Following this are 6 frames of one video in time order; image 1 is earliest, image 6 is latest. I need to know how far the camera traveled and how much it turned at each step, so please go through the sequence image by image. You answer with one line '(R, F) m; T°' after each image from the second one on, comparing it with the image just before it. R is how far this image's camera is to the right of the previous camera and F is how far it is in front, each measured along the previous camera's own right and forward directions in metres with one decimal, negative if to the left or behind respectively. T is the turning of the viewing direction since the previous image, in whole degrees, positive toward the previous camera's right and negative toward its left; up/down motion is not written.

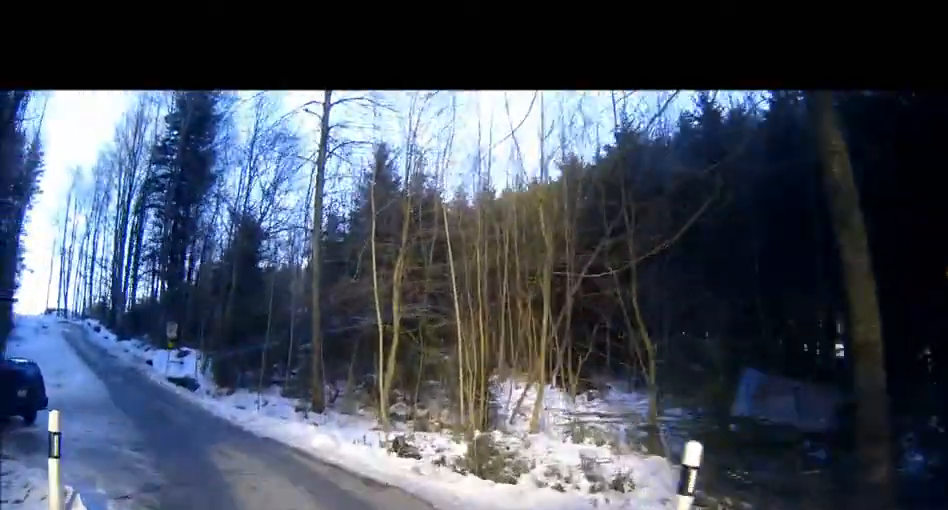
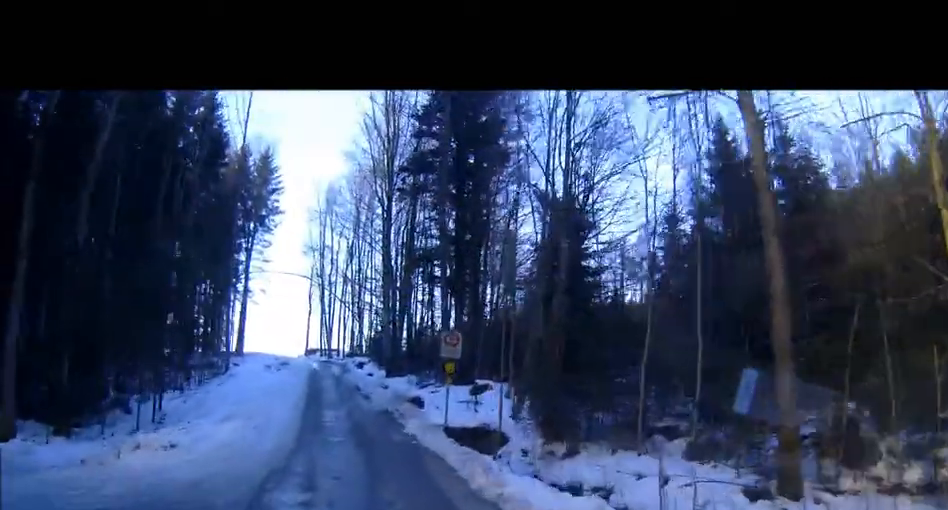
(0.0, +8.6) m; -5°
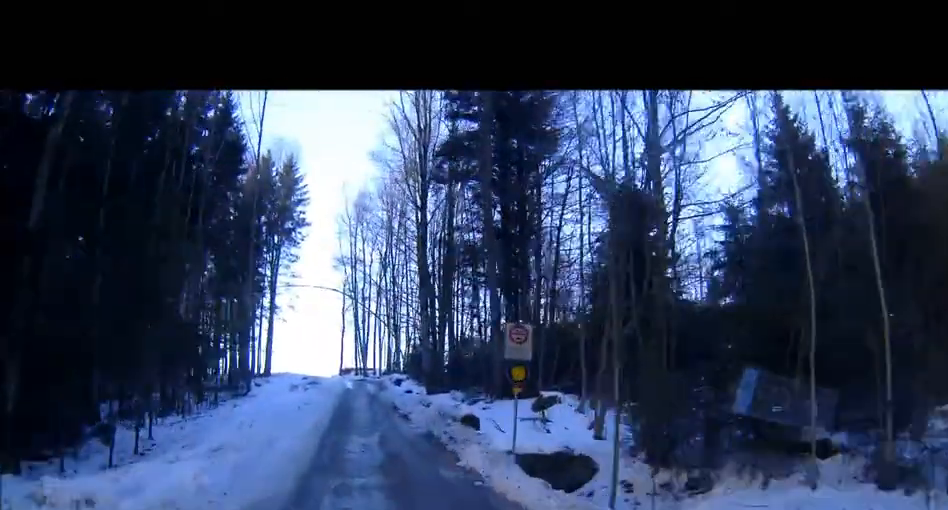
(-0.2, +3.5) m; -5°
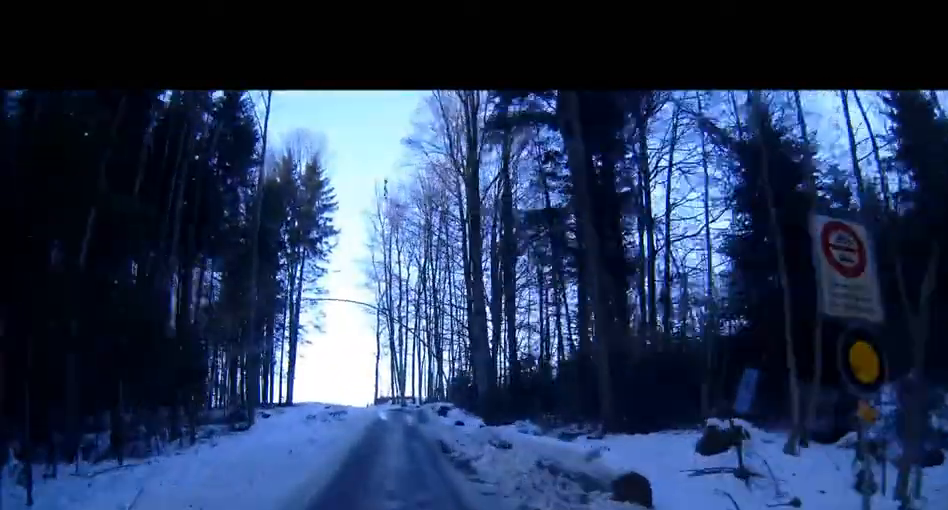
(-0.6, +7.4) m; -7°
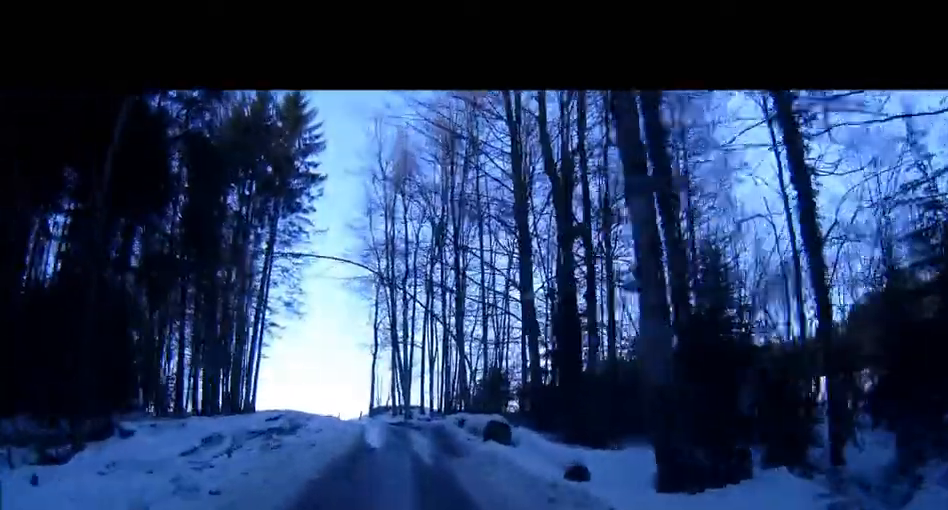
(-0.9, +18.3) m; -2°
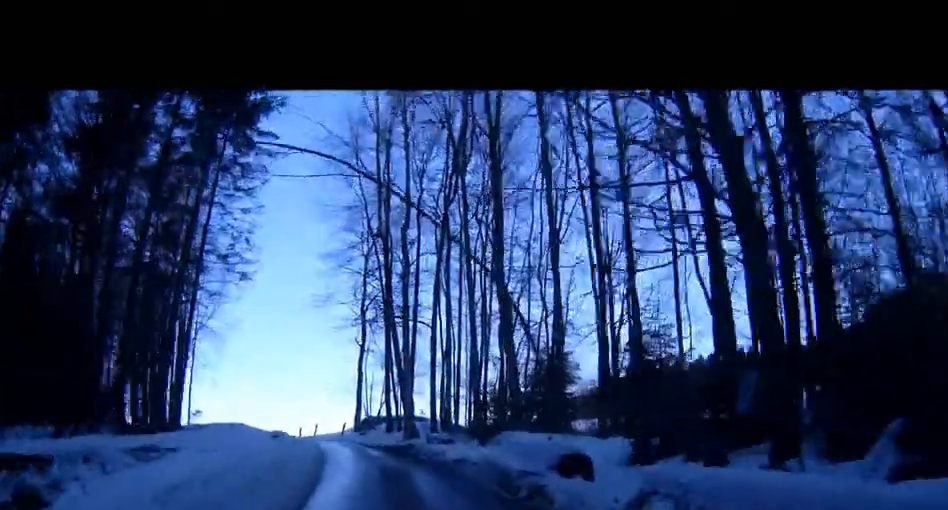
(+0.4, +18.1) m; +2°
